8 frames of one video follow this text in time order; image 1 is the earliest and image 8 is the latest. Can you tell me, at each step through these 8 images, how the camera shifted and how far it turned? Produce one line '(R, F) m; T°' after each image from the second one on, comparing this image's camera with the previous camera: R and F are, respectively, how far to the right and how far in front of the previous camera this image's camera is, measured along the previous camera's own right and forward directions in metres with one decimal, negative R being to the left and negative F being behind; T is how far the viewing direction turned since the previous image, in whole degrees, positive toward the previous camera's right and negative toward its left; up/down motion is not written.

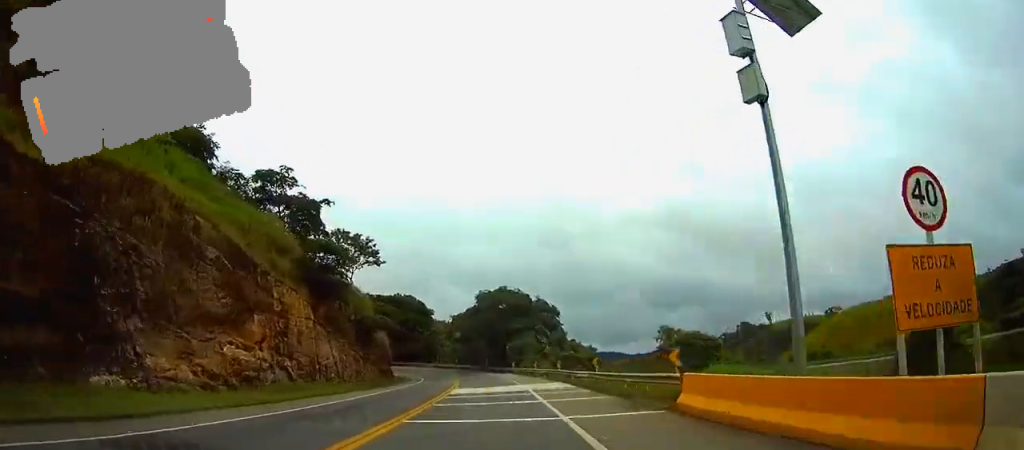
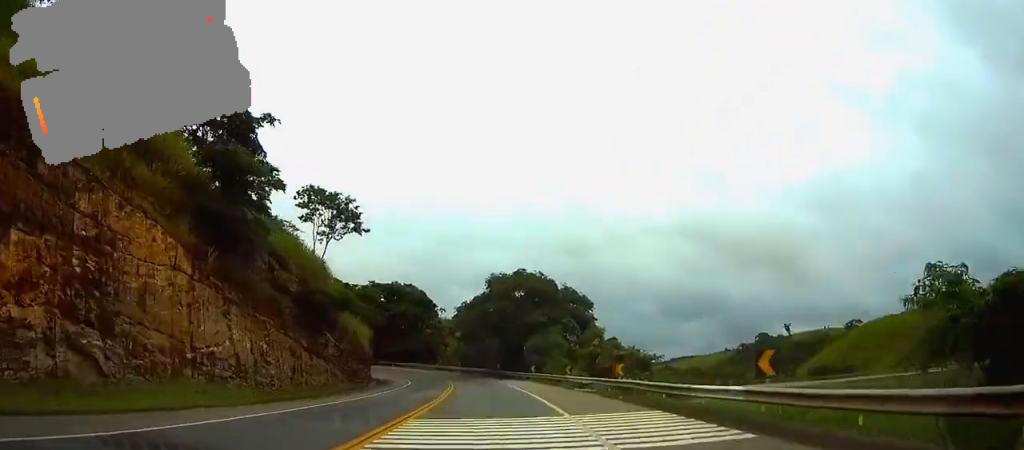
(0.0, +22.1) m; -1°
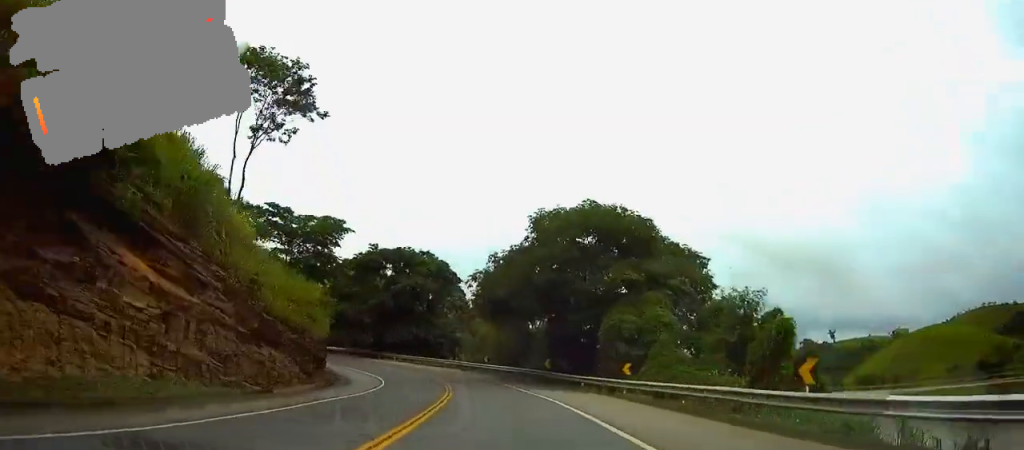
(-0.5, +32.5) m; -1°
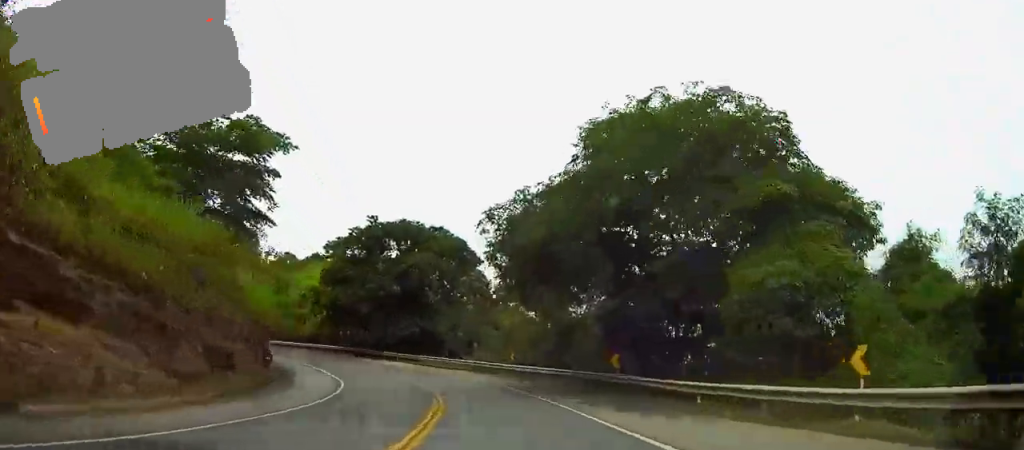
(0.0, +18.1) m; -4°
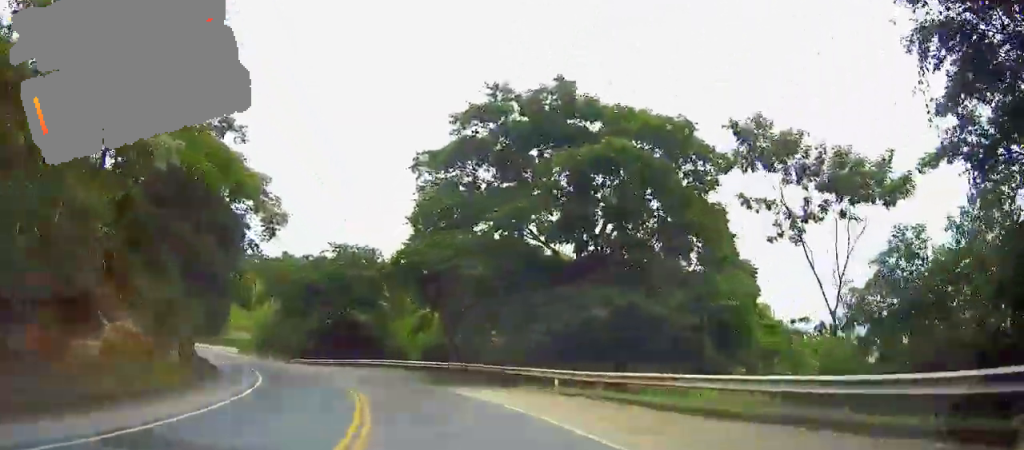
(-10.3, +36.4) m; -32°
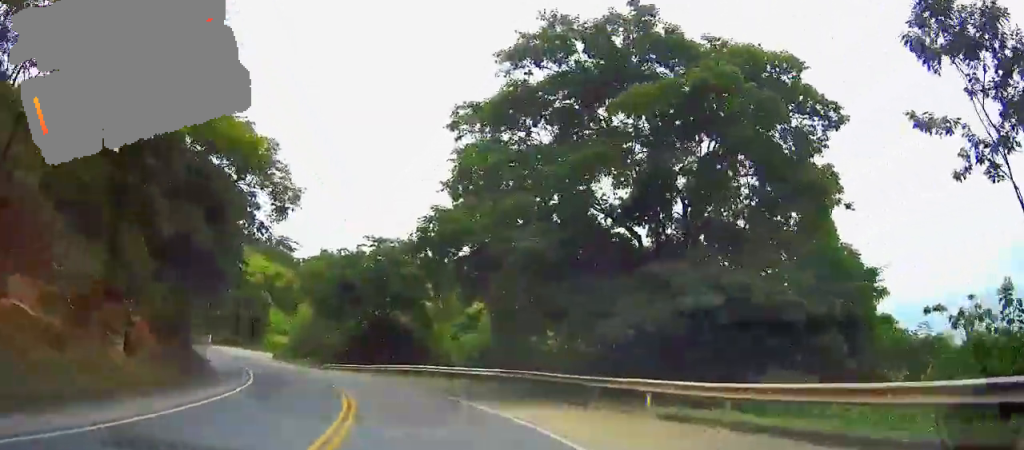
(-0.2, +8.3) m; -1°
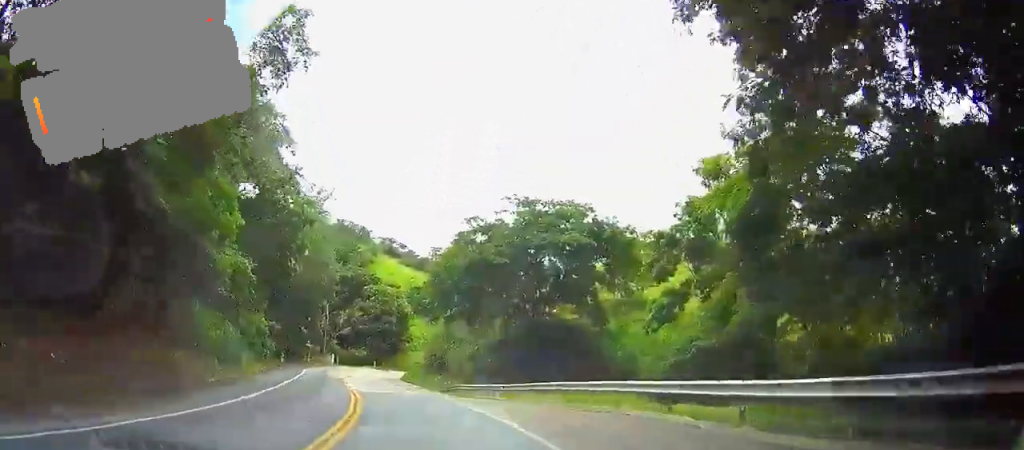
(-0.1, +22.5) m; 0°
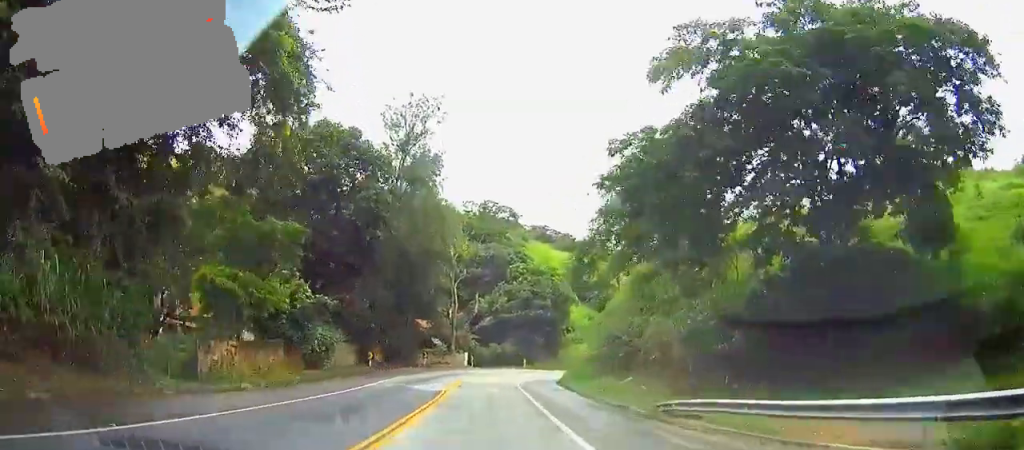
(0.0, +26.9) m; 0°
